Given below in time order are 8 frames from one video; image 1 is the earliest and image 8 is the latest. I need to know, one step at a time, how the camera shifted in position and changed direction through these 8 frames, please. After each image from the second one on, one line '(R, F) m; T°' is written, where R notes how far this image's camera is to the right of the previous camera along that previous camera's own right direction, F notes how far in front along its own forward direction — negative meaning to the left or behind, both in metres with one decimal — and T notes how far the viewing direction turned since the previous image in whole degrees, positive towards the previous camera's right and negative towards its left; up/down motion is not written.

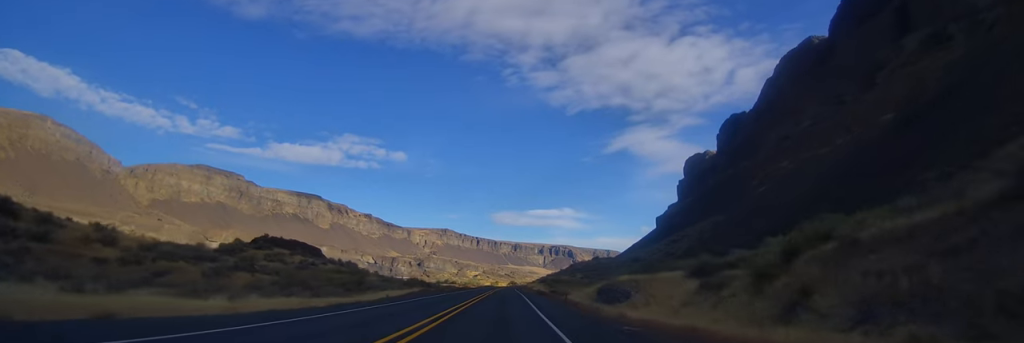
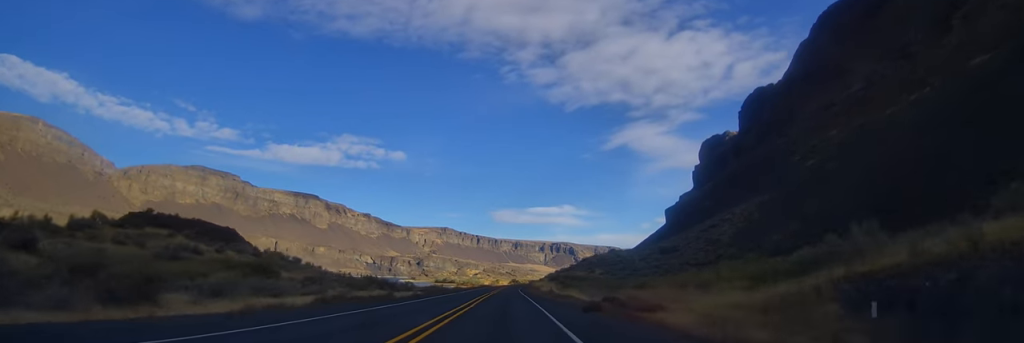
(+0.8, +38.0) m; +1°
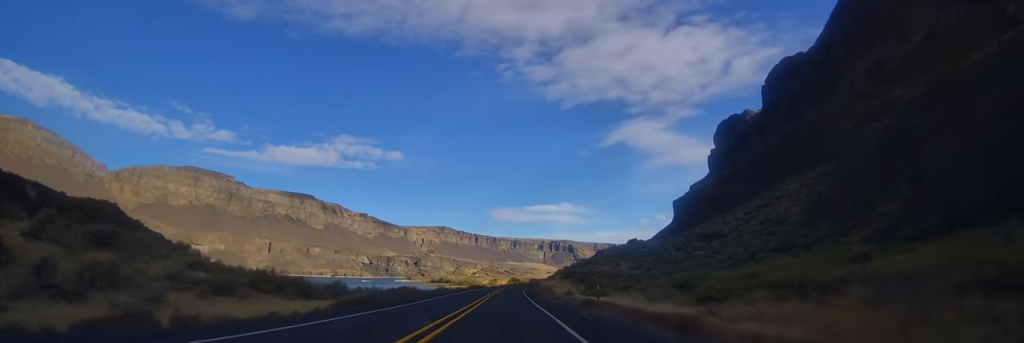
(-0.2, +35.9) m; 0°
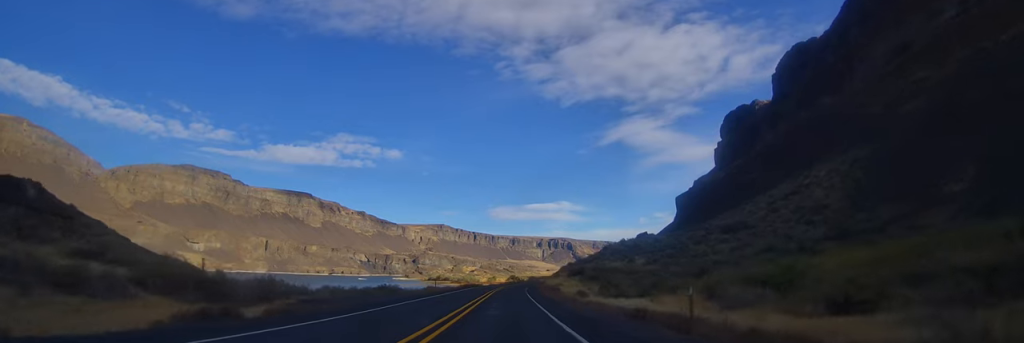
(0.0, +14.5) m; 0°
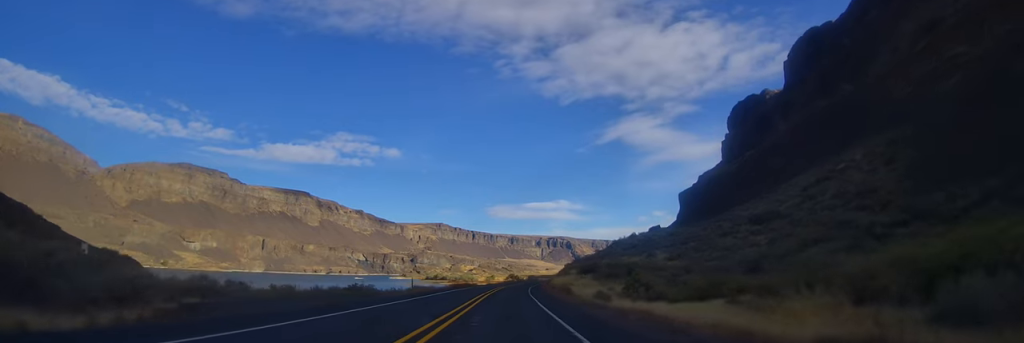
(+0.2, +14.5) m; 0°
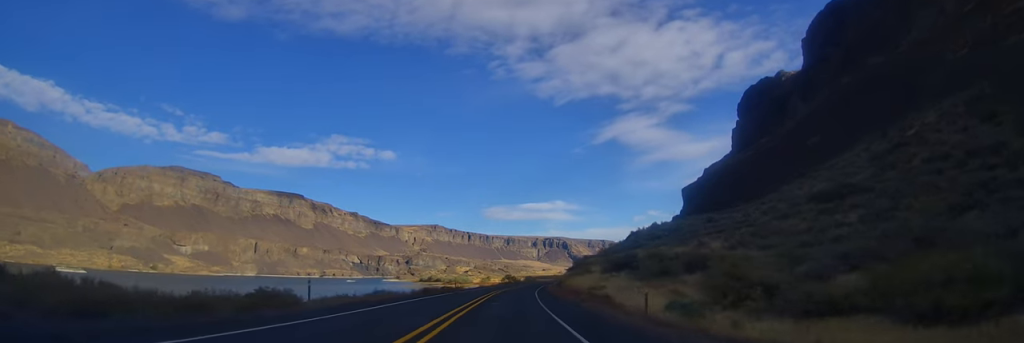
(0.0, +24.0) m; +1°
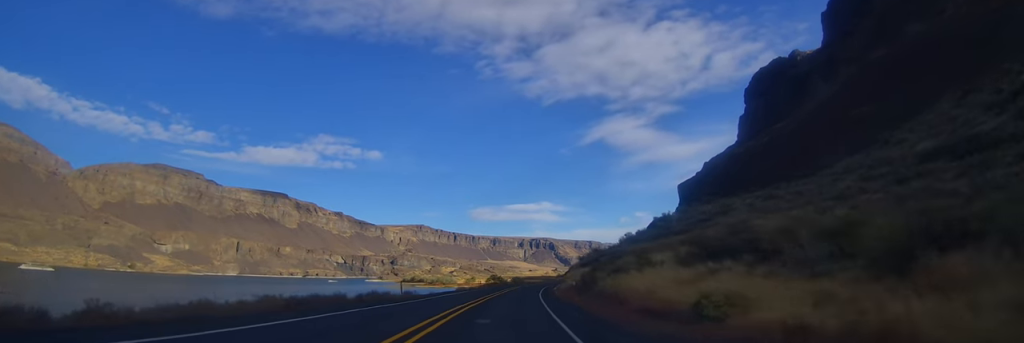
(+0.2, +28.0) m; +1°
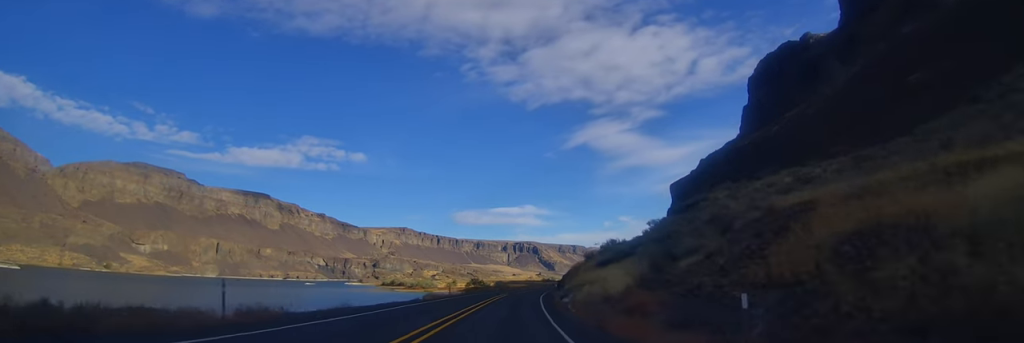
(+0.3, +24.2) m; +1°
